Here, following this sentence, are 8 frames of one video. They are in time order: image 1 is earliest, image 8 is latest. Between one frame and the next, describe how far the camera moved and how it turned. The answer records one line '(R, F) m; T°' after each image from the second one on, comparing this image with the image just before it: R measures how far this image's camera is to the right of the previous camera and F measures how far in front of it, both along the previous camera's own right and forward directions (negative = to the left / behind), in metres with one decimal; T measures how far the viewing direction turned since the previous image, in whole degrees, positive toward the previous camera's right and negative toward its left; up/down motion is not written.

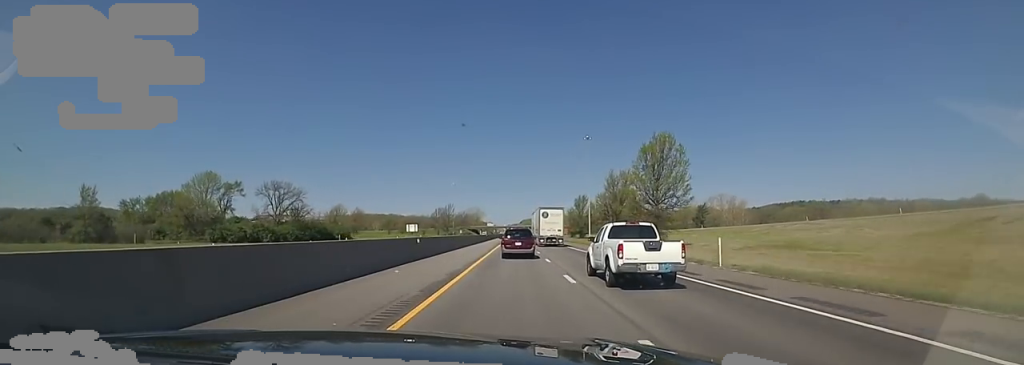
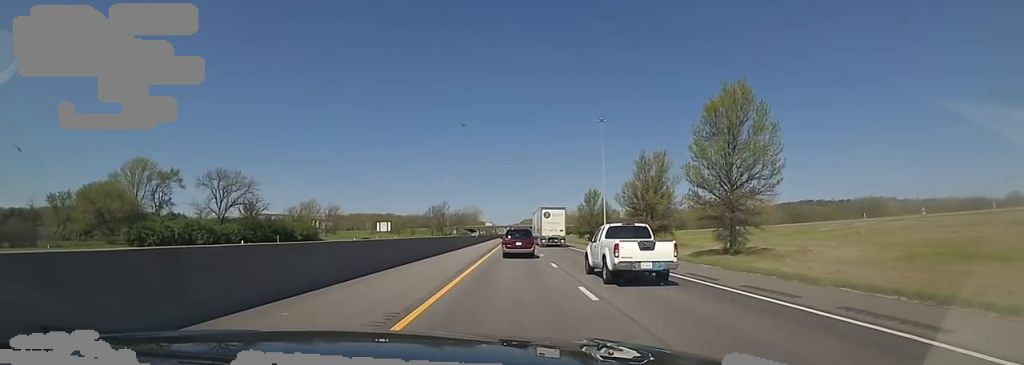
(0.0, +22.9) m; 0°
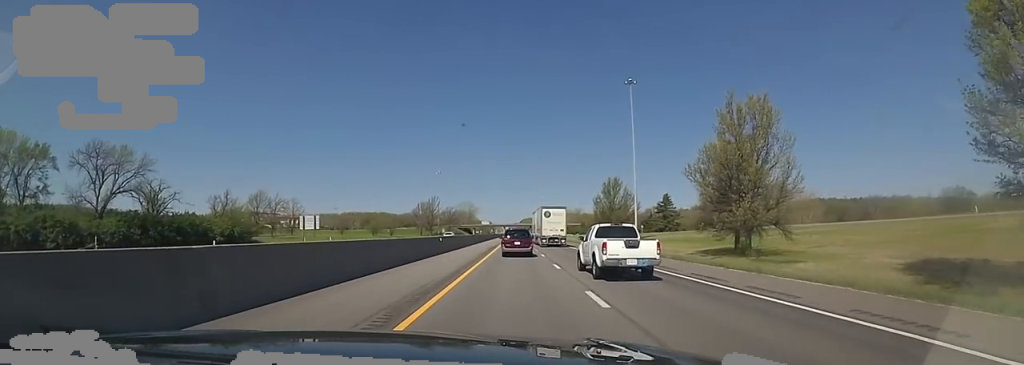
(0.0, +30.2) m; 0°
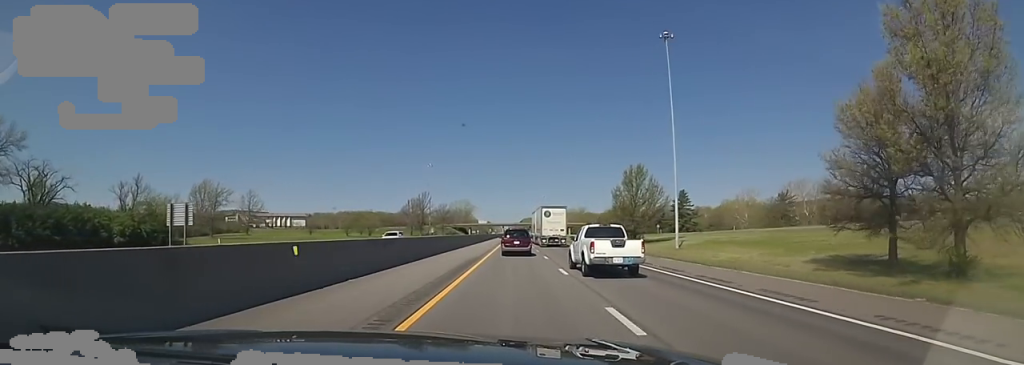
(0.0, +22.0) m; 0°
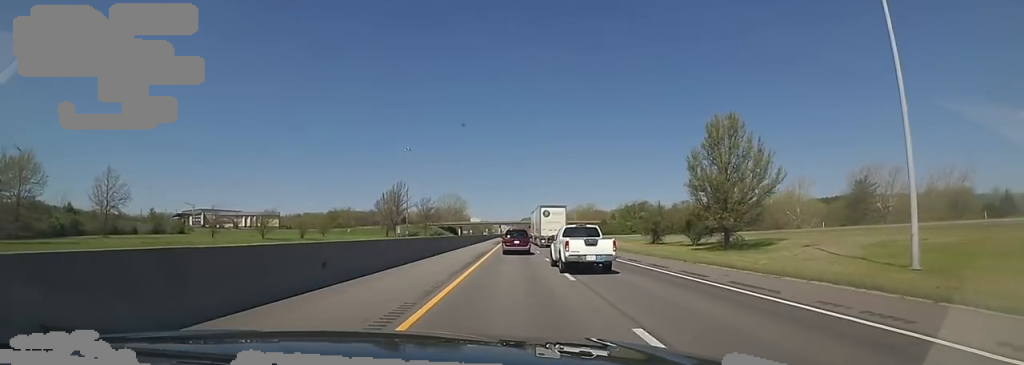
(0.0, +41.1) m; -2°
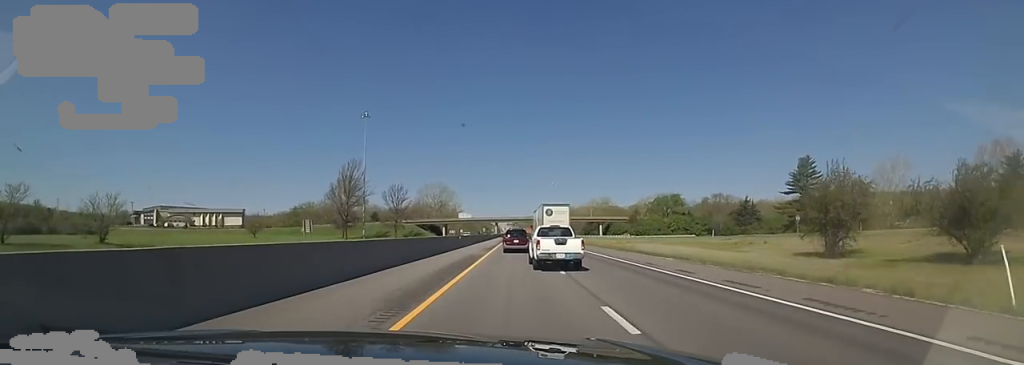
(-1.2, +46.7) m; 0°
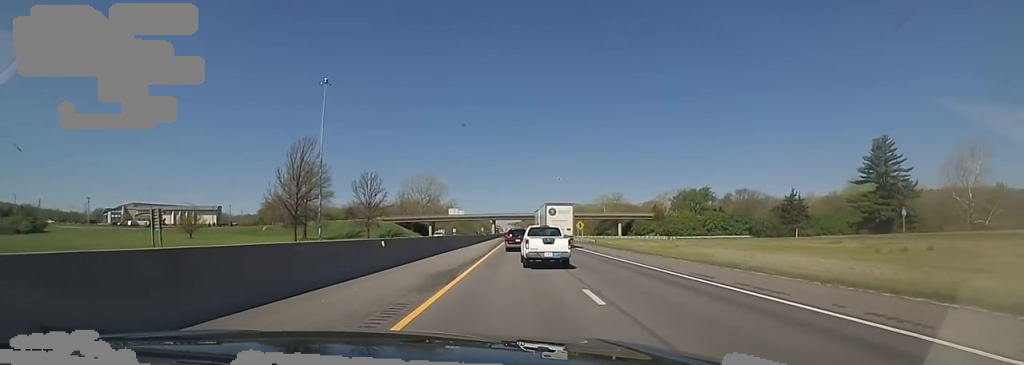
(+0.9, +26.5) m; +2°
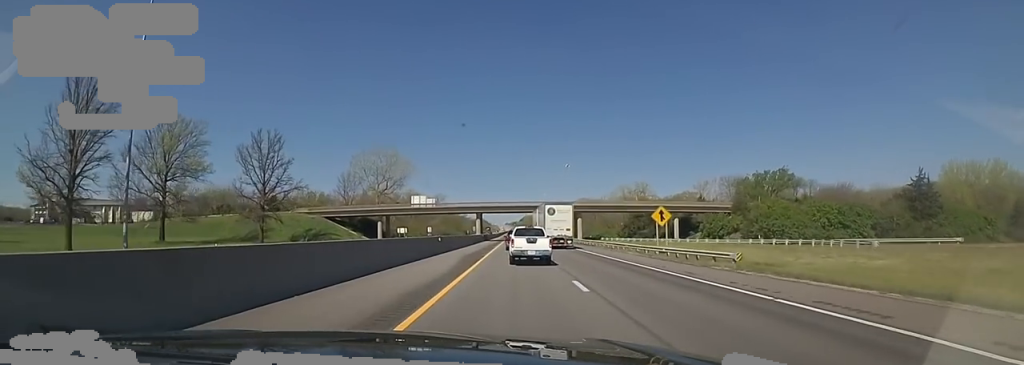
(+0.1, +46.5) m; 0°
